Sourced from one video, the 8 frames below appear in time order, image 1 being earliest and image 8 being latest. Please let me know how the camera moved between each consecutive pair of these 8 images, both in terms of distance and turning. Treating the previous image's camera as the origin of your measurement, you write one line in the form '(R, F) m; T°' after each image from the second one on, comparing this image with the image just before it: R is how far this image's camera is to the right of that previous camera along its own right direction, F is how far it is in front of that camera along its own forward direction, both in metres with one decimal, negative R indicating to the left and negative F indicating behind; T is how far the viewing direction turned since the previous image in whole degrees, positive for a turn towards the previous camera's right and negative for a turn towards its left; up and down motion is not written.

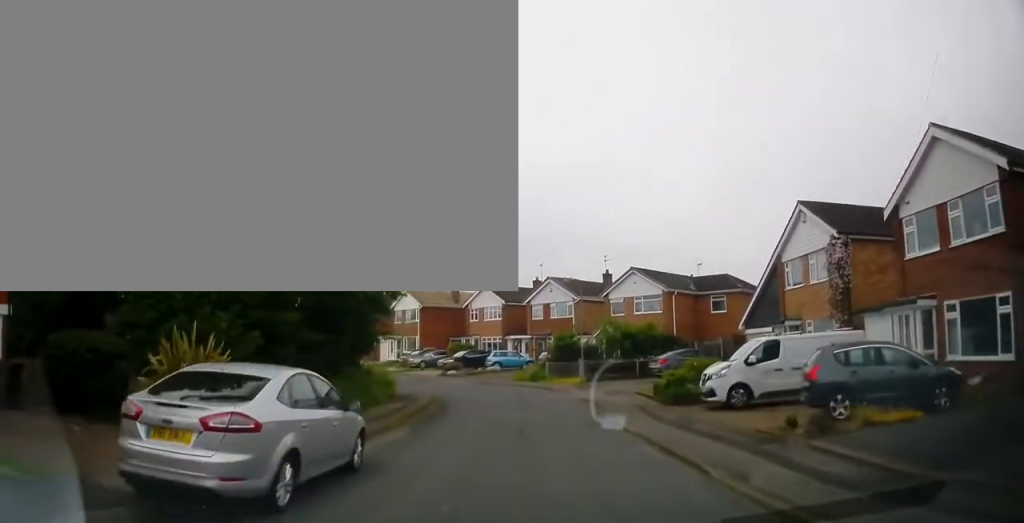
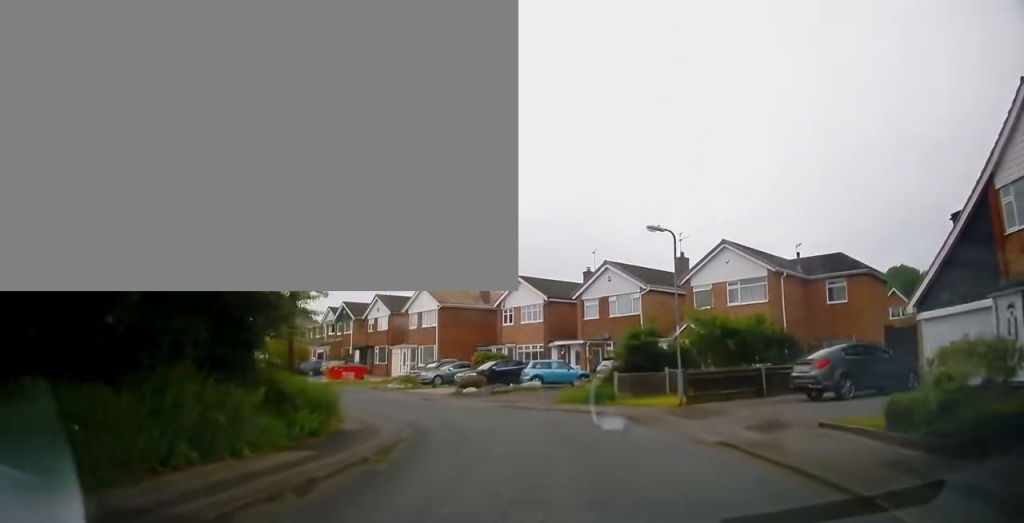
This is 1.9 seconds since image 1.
(-0.1, +12.2) m; -4°
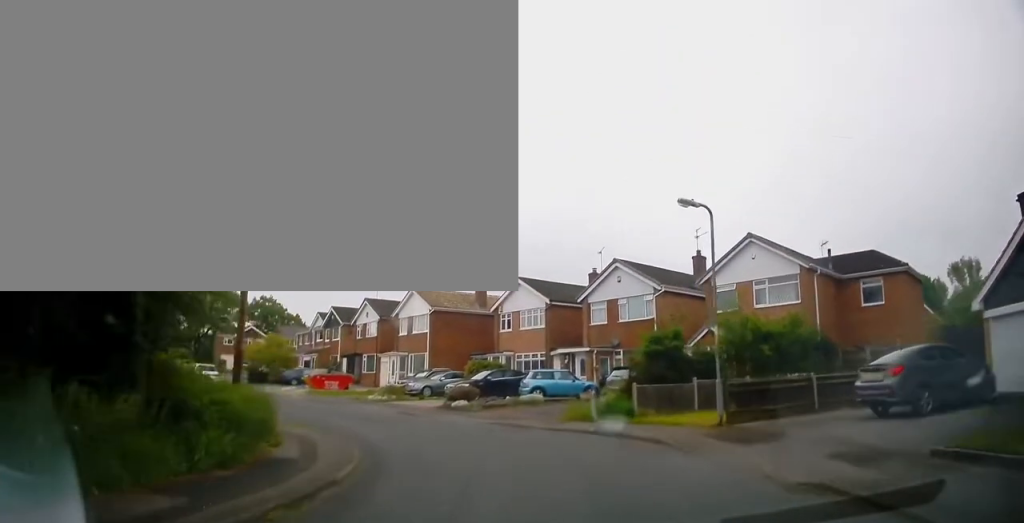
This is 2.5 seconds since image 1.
(0.0, +3.8) m; -3°
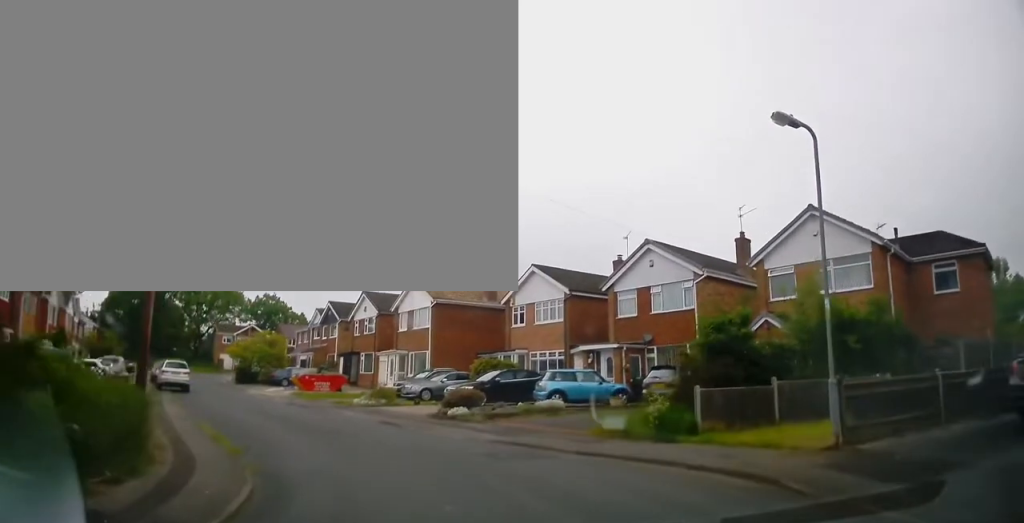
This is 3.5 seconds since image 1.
(-0.3, +5.3) m; -4°
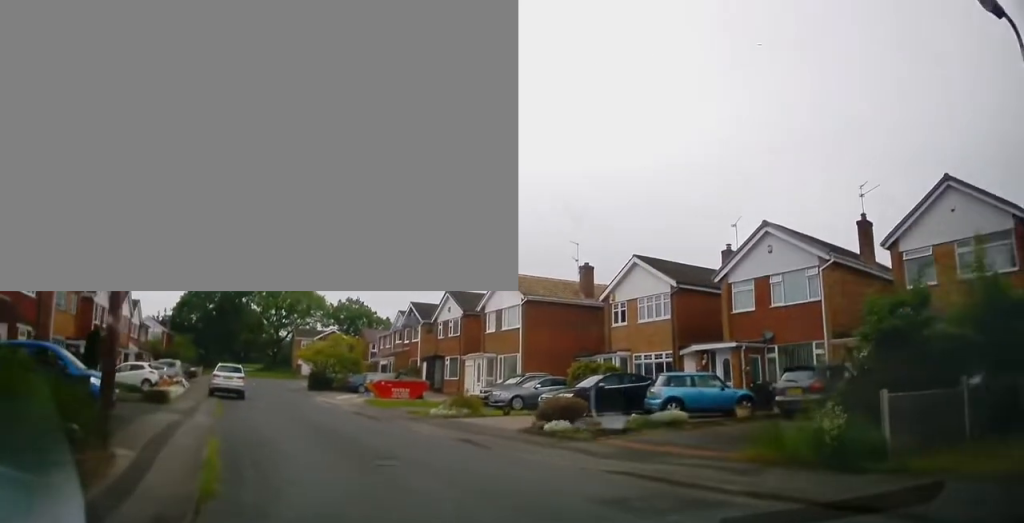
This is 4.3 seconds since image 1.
(0.0, +3.6) m; -8°
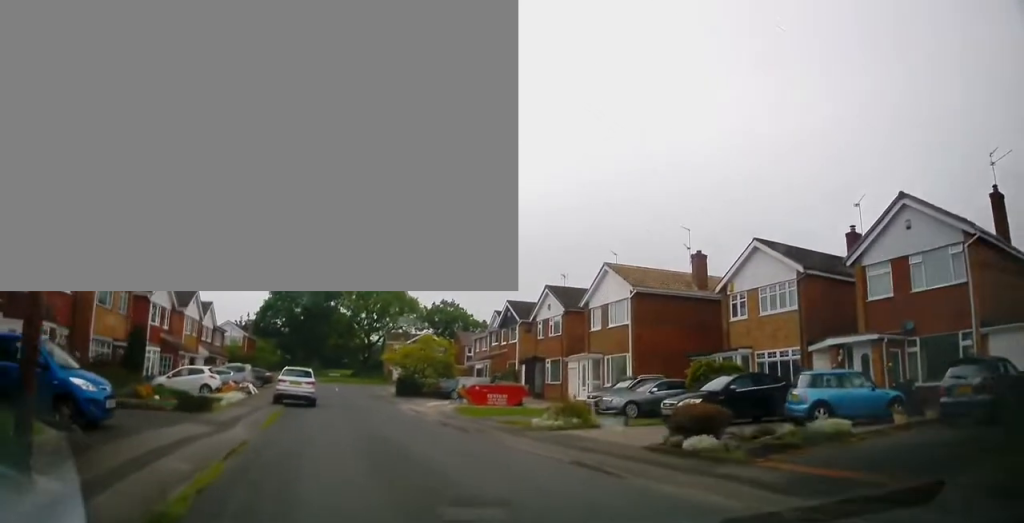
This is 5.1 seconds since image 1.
(-0.5, +3.3) m; -8°
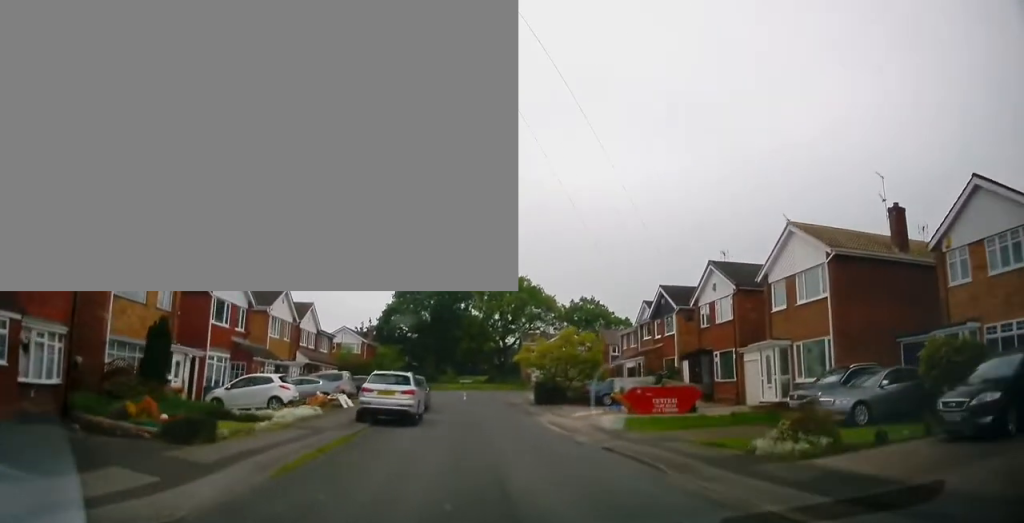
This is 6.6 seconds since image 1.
(-0.5, +6.8) m; -10°
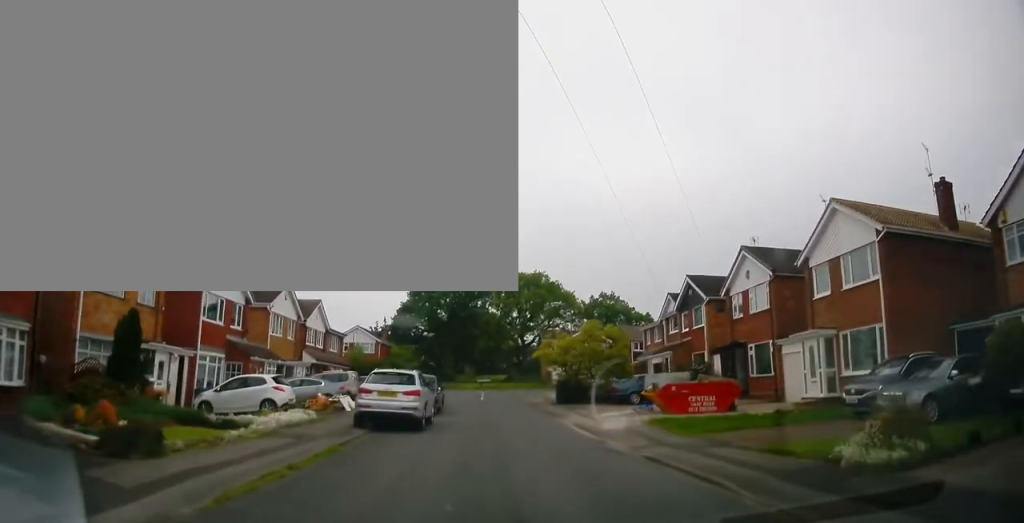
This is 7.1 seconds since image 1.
(-0.2, +2.3) m; -2°
